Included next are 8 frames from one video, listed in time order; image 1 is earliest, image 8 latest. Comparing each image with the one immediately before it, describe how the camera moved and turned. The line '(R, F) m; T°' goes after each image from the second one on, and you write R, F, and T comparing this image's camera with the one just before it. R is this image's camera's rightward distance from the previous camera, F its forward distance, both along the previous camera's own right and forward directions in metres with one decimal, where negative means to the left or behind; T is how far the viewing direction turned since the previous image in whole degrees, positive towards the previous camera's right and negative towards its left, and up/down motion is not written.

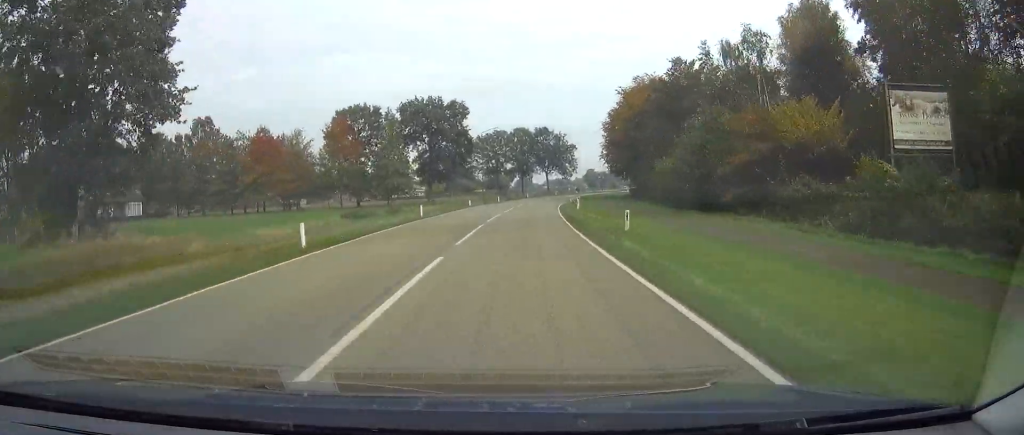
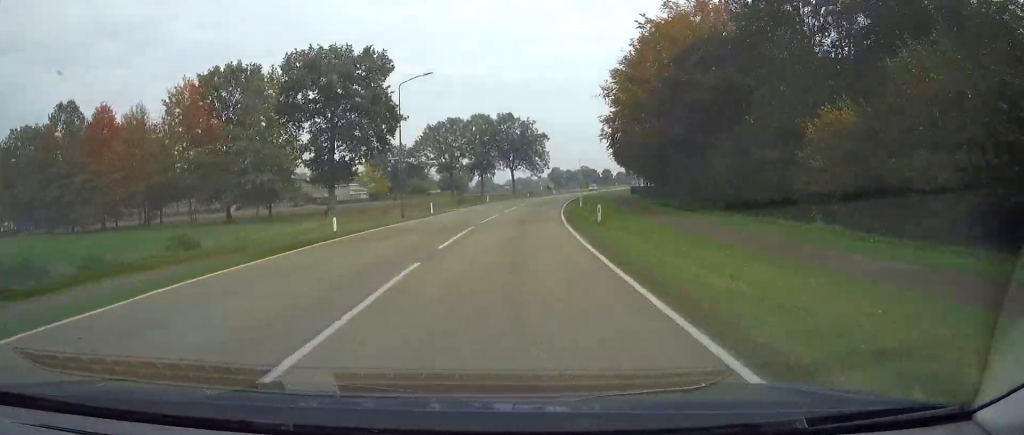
(+0.1, +37.1) m; +1°
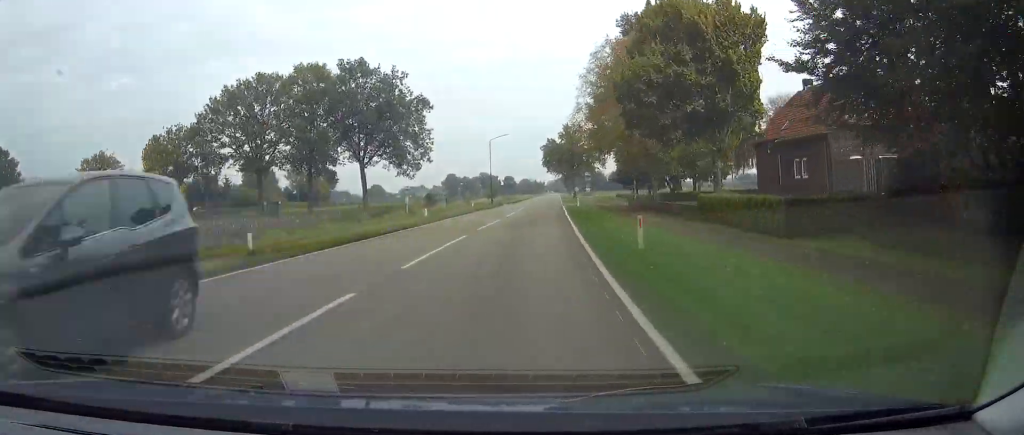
(+3.3, +75.7) m; +6°
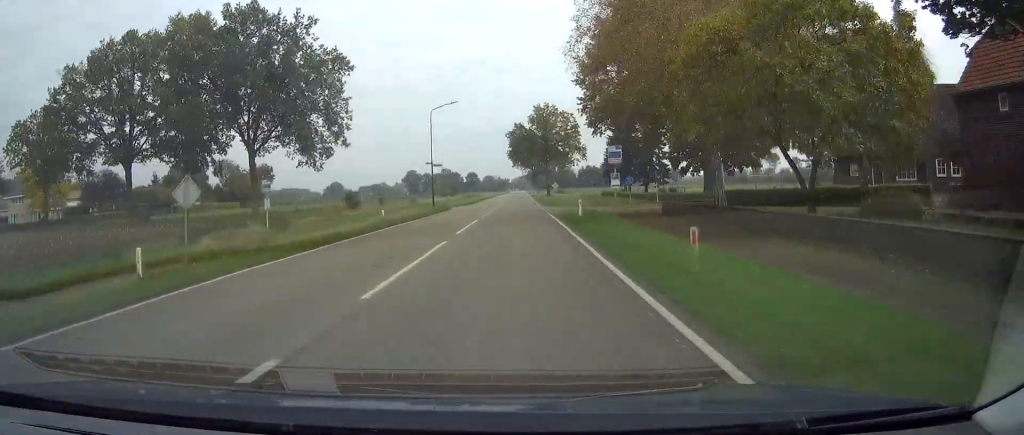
(+0.9, +27.7) m; +2°
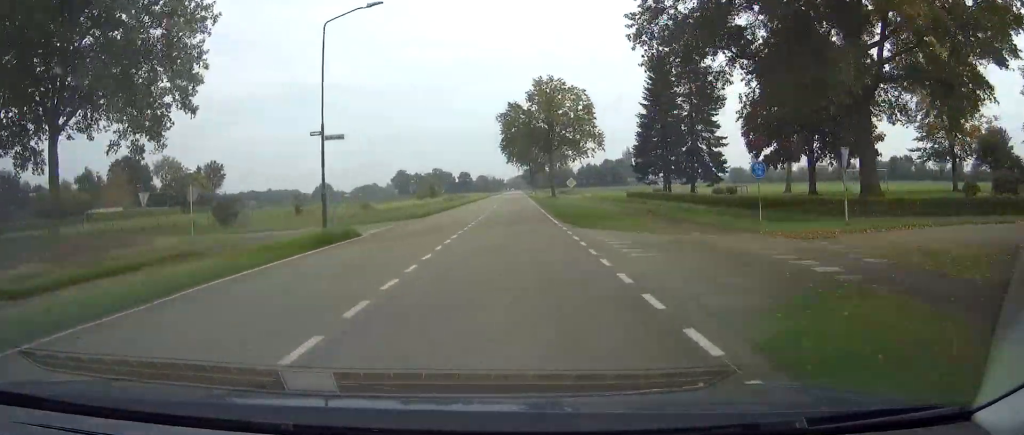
(+0.6, +29.1) m; +2°
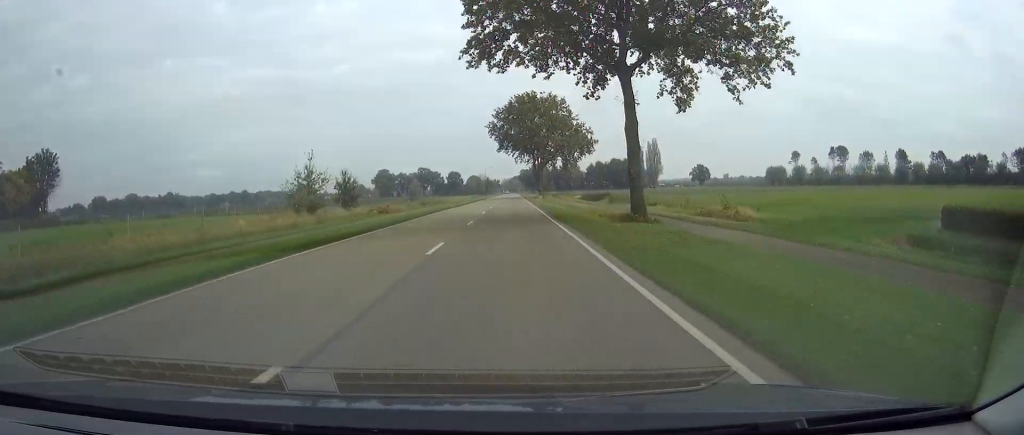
(+1.5, +60.7) m; +2°
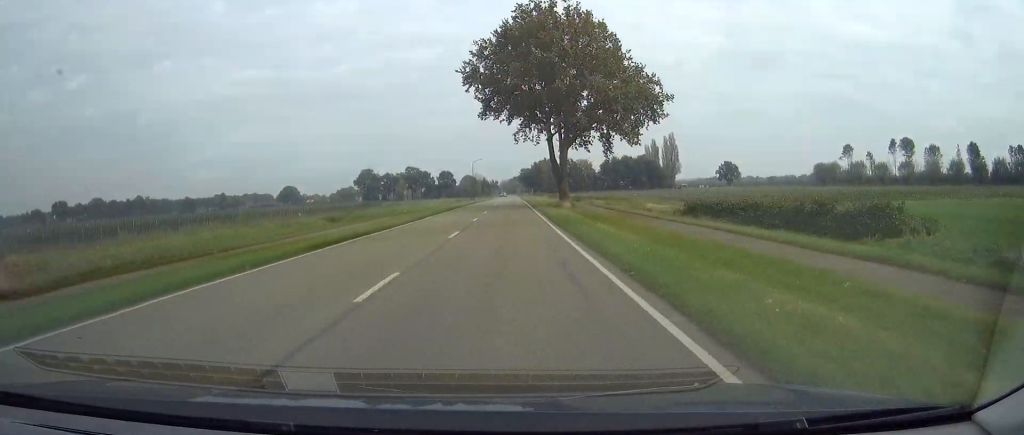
(+0.8, +53.2) m; +1°
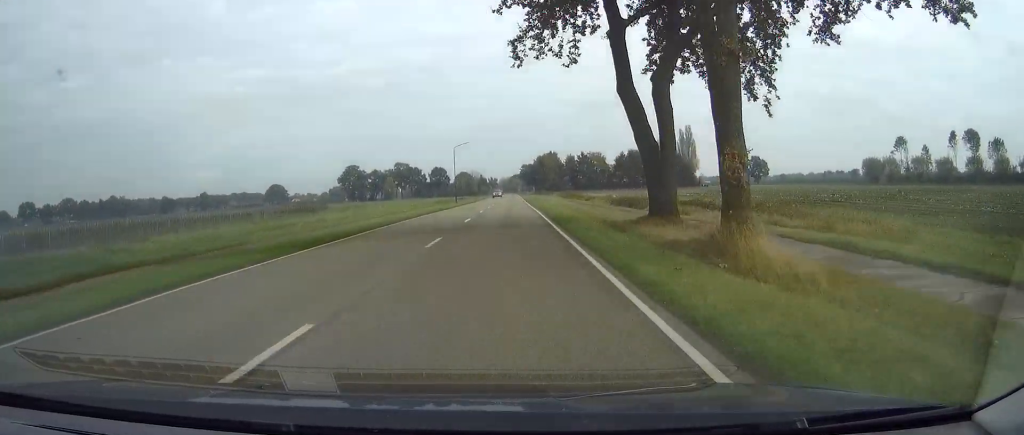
(+0.1, +39.7) m; 0°
